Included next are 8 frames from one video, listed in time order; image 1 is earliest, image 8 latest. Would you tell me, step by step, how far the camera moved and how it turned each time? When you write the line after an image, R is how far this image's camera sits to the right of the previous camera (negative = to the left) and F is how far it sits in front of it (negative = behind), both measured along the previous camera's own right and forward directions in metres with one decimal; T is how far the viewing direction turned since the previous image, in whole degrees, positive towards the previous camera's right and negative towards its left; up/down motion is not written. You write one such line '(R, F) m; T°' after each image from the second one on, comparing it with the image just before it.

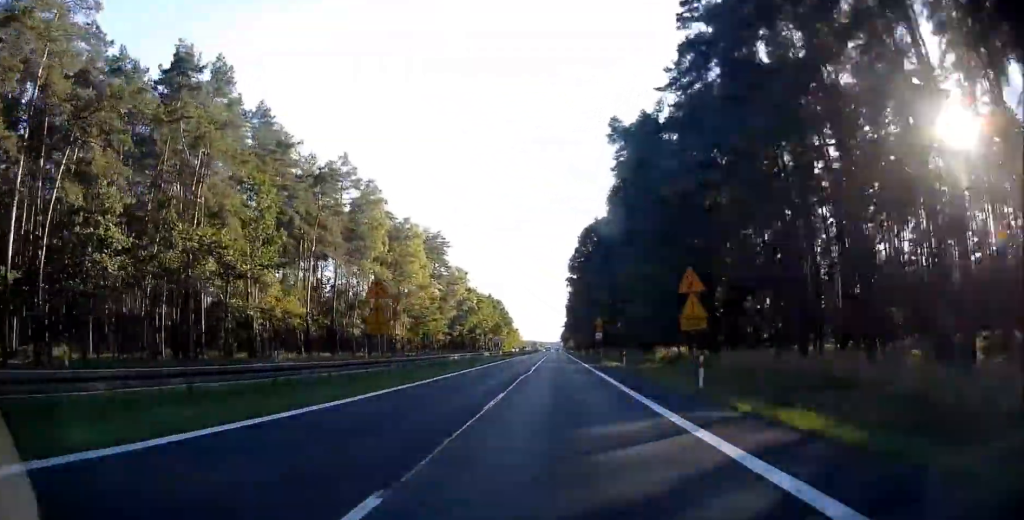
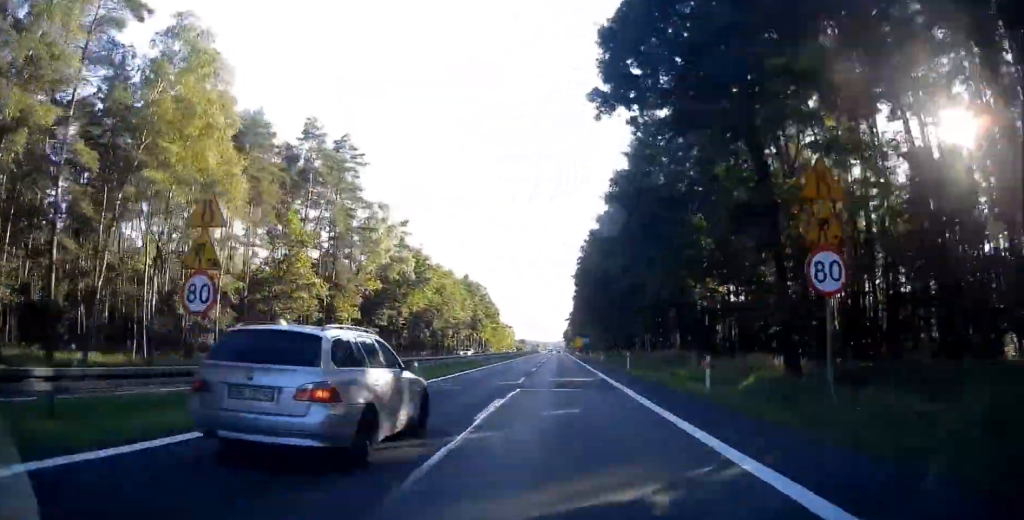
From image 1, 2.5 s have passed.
(+0.4, +60.3) m; 0°
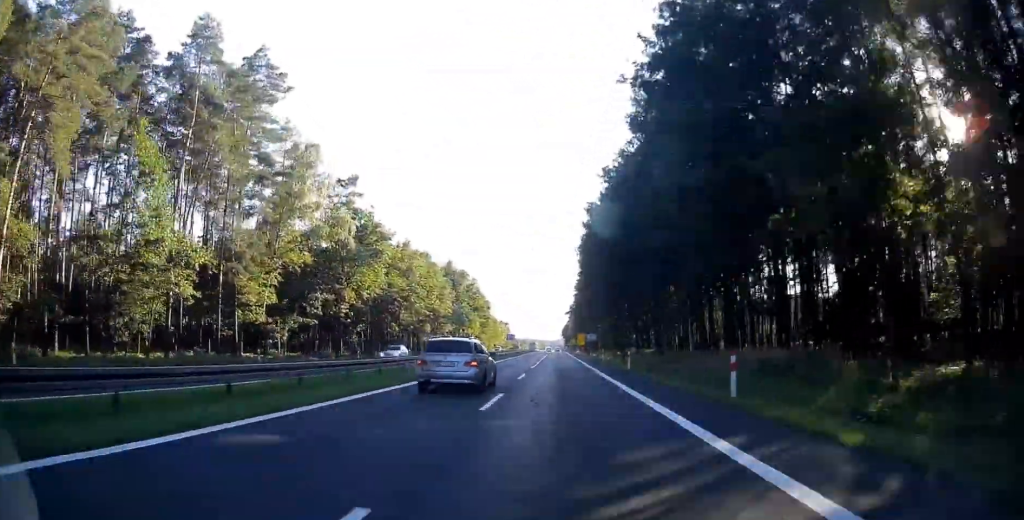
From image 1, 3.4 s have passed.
(-0.2, +22.8) m; -1°
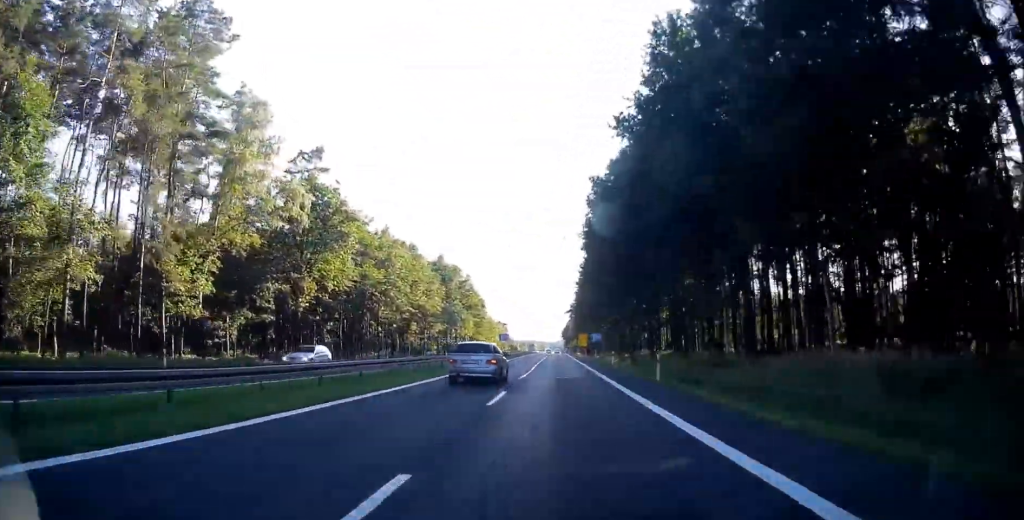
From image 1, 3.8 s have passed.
(0.0, +10.5) m; 0°
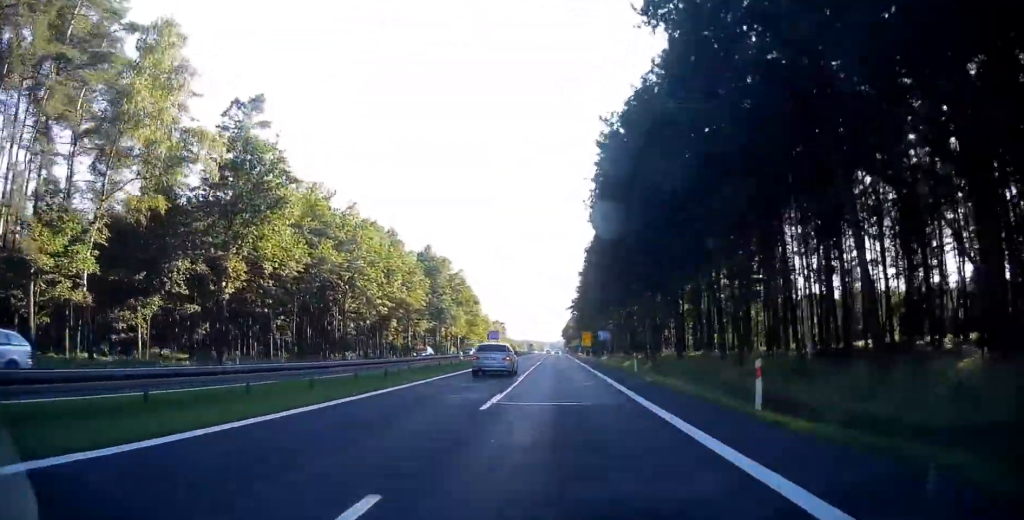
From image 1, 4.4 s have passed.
(-0.1, +12.9) m; 0°
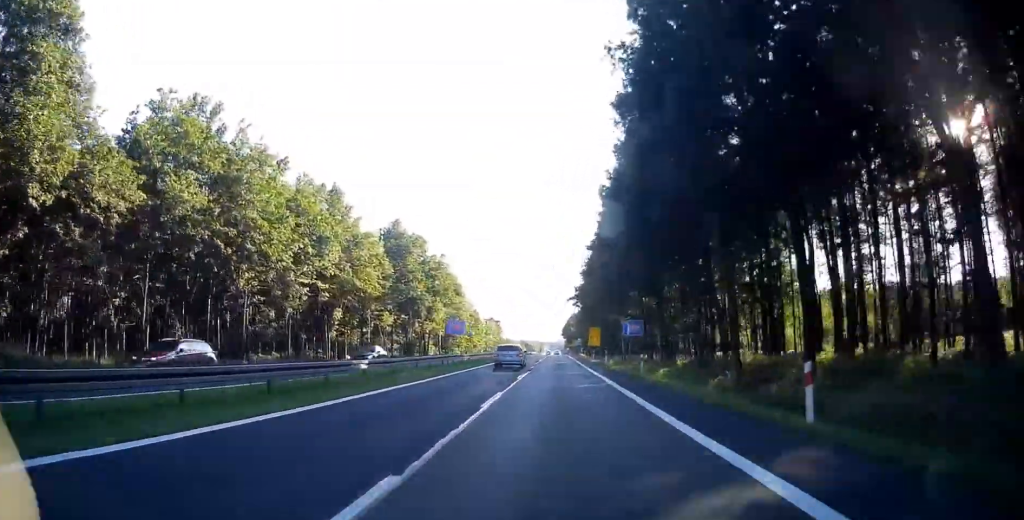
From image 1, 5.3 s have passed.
(+0.2, +23.2) m; 0°
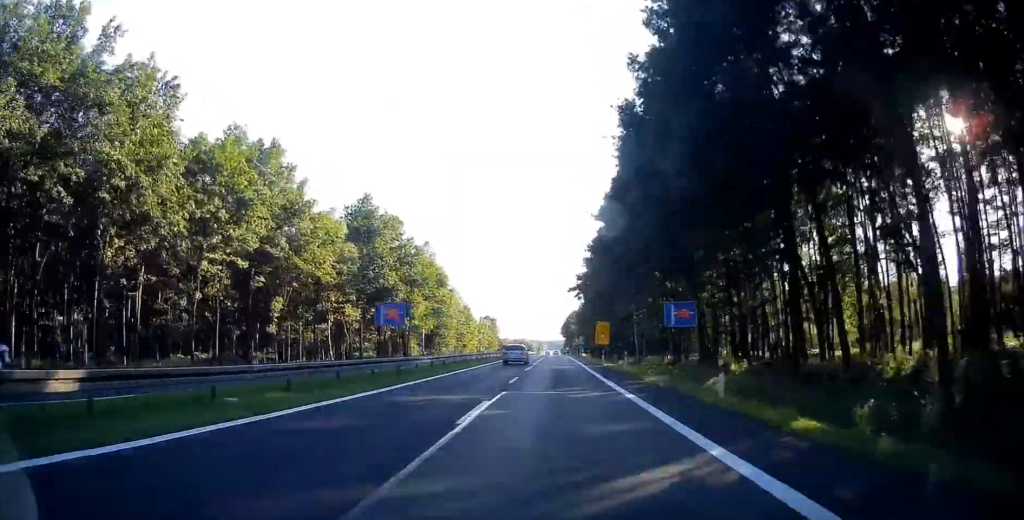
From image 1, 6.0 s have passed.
(0.0, +15.0) m; 0°
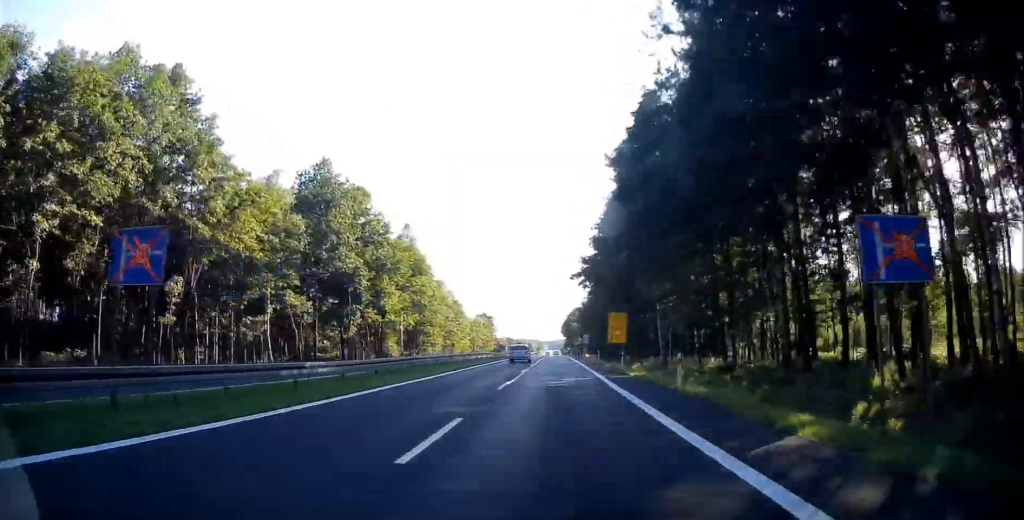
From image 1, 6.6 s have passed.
(0.0, +15.7) m; -1°
